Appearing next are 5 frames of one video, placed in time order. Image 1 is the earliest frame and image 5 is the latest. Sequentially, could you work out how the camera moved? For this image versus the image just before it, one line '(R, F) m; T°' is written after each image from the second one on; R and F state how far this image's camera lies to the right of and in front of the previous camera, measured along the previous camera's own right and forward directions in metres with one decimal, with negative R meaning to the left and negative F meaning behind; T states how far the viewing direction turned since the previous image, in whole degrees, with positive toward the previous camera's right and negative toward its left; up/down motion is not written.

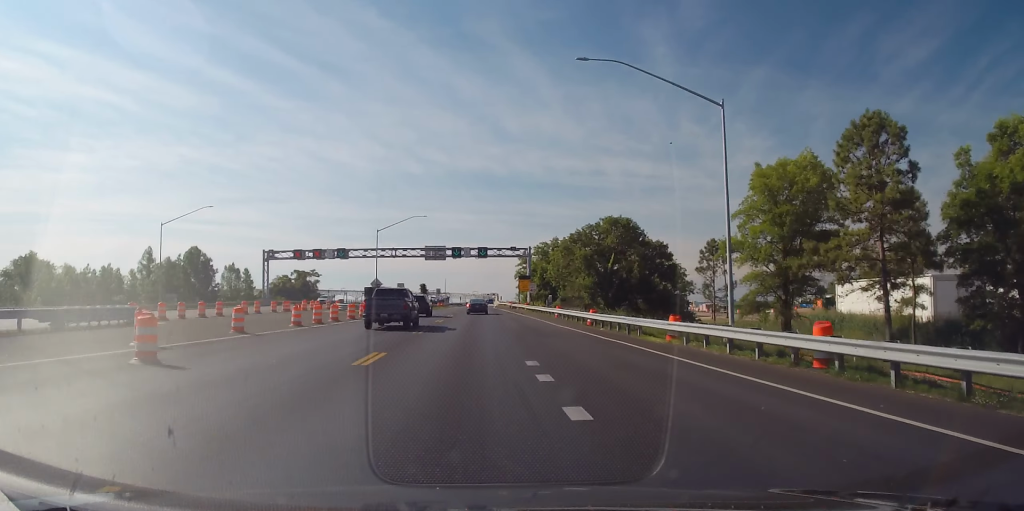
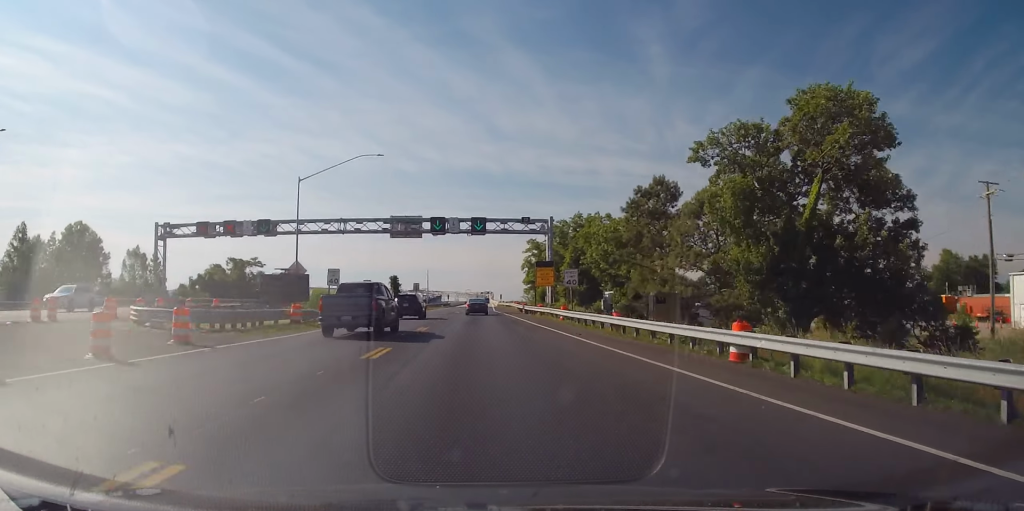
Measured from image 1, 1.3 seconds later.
(-0.3, +36.1) m; +1°
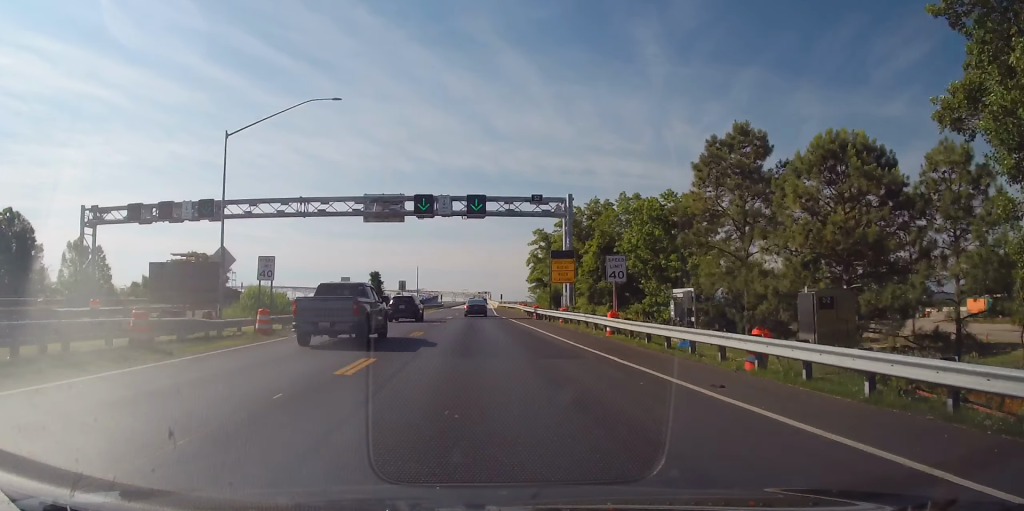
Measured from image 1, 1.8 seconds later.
(+0.3, +14.8) m; +1°
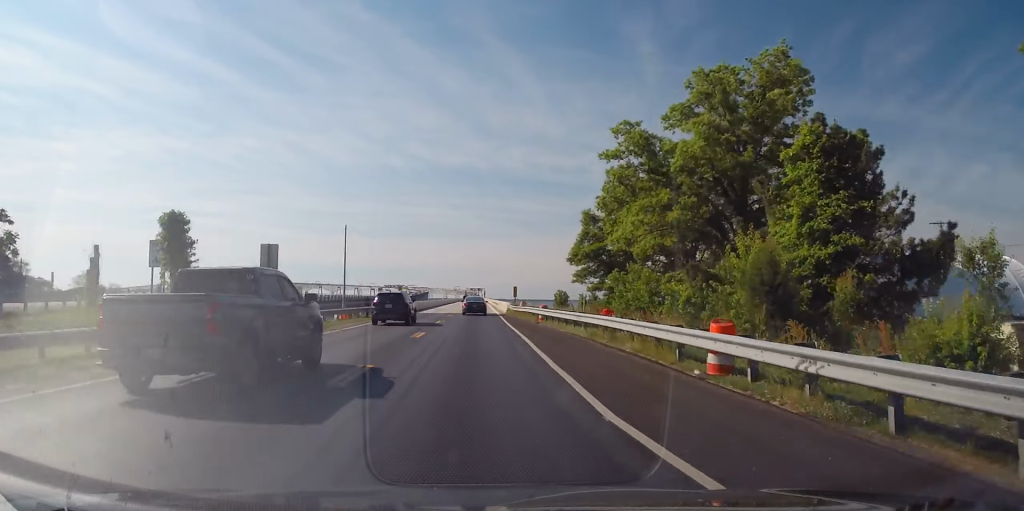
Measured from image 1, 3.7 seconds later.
(+0.1, +50.4) m; -1°
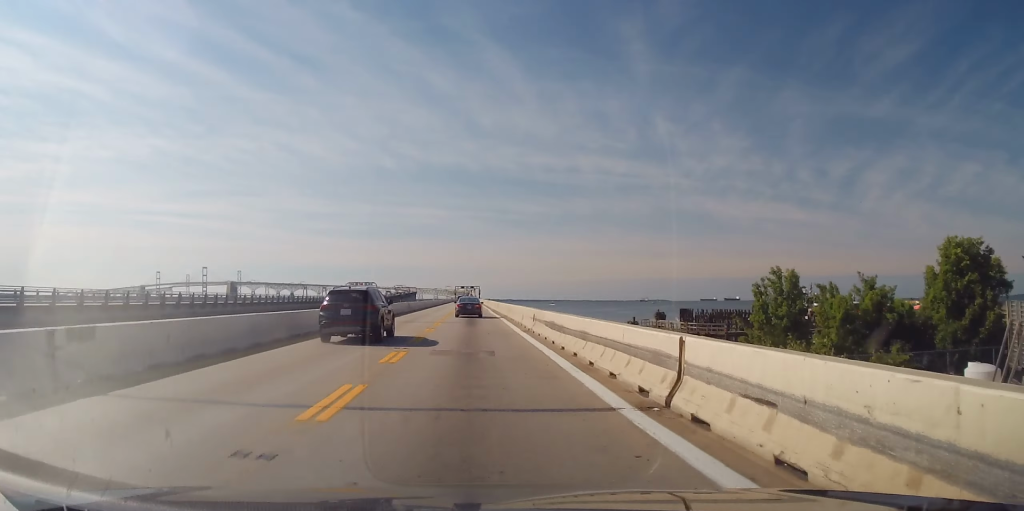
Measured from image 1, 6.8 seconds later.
(+1.0, +84.1) m; +1°
